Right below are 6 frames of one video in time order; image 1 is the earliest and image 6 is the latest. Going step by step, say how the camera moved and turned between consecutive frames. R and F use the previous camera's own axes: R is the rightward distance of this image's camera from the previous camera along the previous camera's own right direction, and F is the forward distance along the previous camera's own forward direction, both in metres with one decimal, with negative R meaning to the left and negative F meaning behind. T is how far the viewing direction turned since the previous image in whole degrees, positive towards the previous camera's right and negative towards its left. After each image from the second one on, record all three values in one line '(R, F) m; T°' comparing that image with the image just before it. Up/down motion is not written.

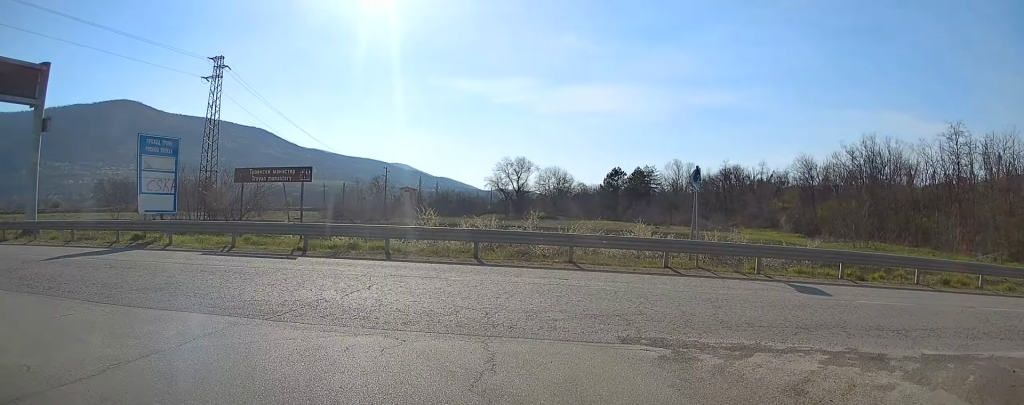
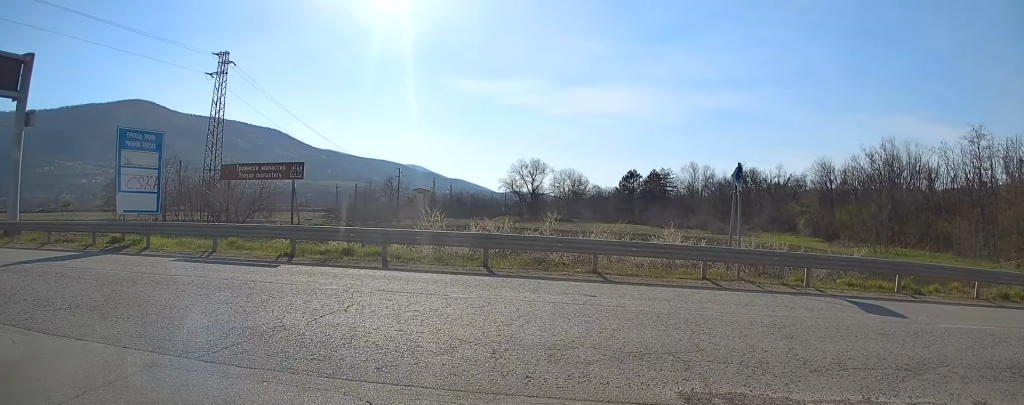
(+0.2, +2.9) m; 0°
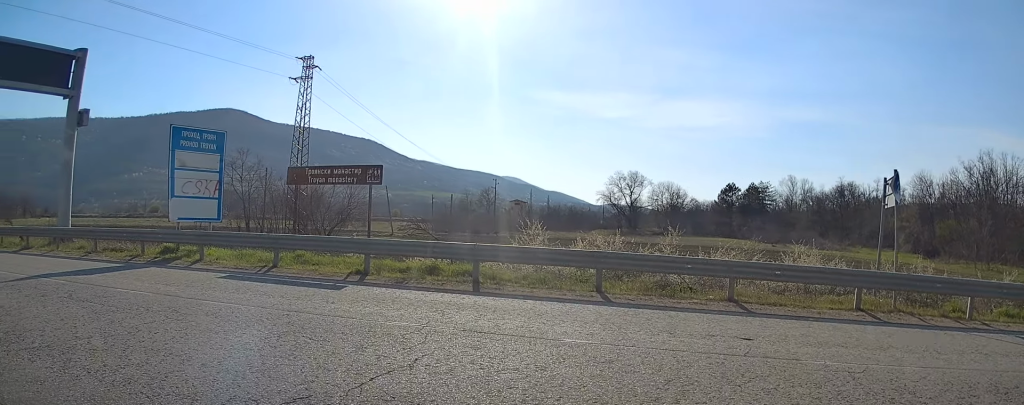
(-0.5, +2.8) m; -11°
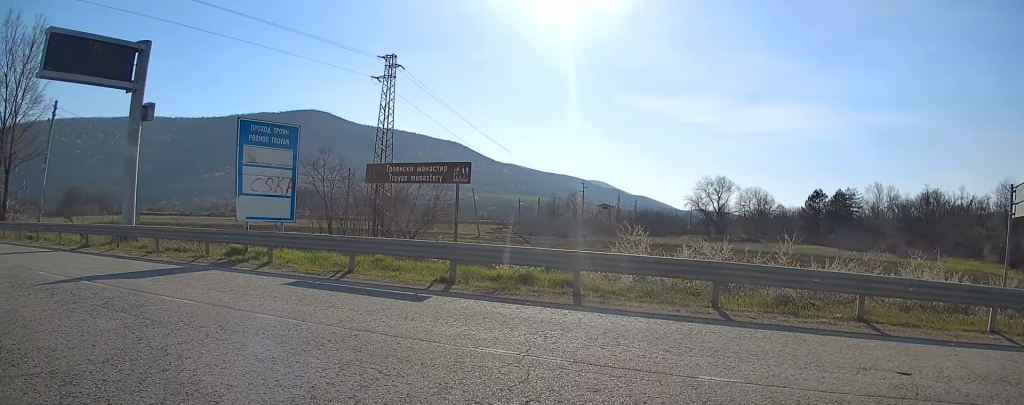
(+0.1, +1.0) m; -6°
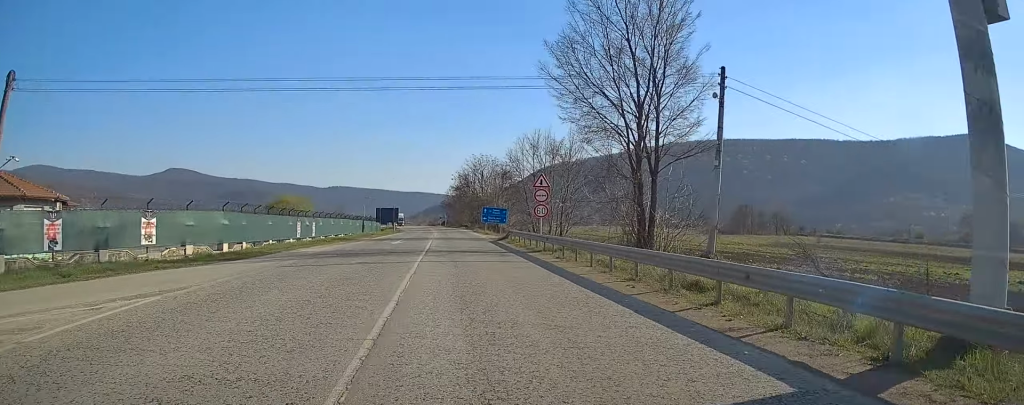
(-6.0, +8.4) m; -52°
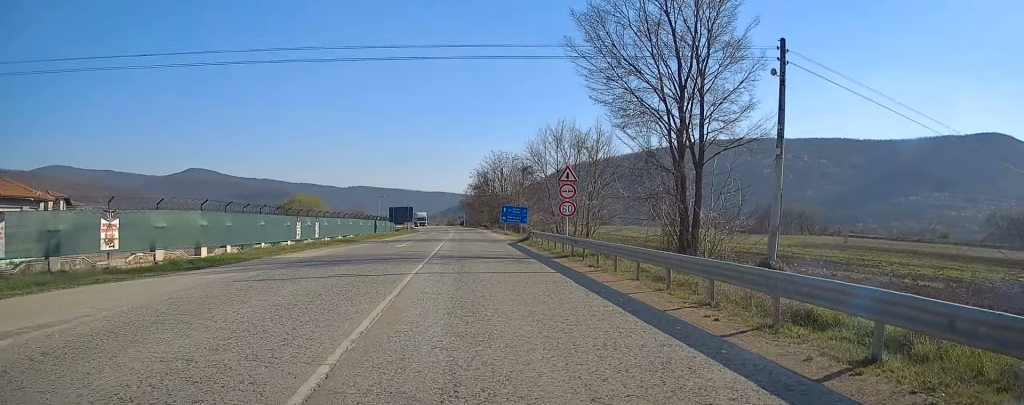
(-0.2, +3.6) m; -2°
